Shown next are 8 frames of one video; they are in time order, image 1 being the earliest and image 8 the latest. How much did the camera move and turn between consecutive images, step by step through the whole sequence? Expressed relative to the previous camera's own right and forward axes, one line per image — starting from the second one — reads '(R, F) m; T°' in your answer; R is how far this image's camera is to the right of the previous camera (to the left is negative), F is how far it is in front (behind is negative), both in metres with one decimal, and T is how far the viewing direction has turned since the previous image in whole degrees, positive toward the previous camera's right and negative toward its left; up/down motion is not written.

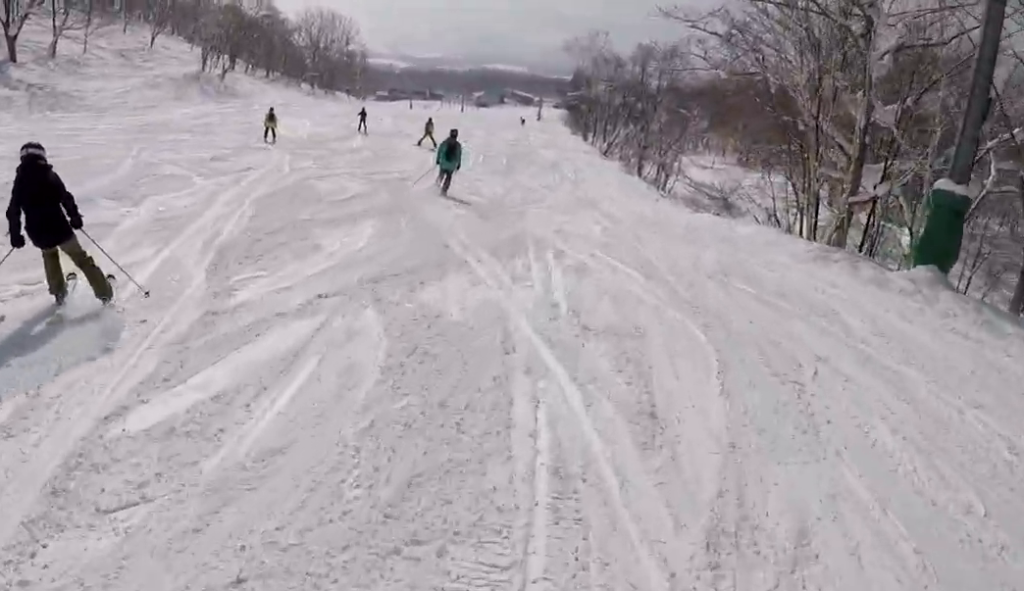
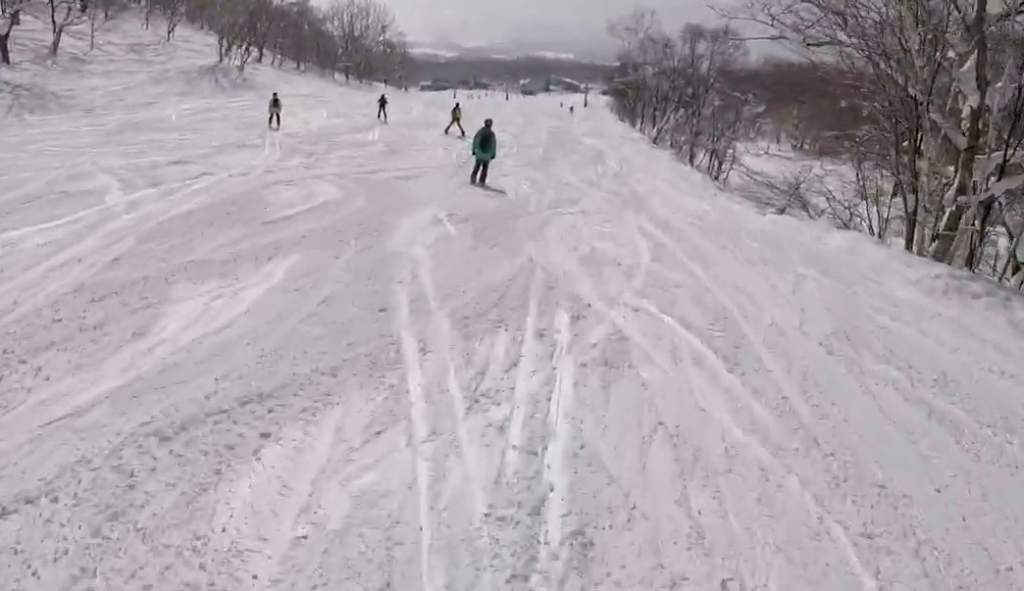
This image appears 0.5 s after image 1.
(-0.2, +4.2) m; -2°
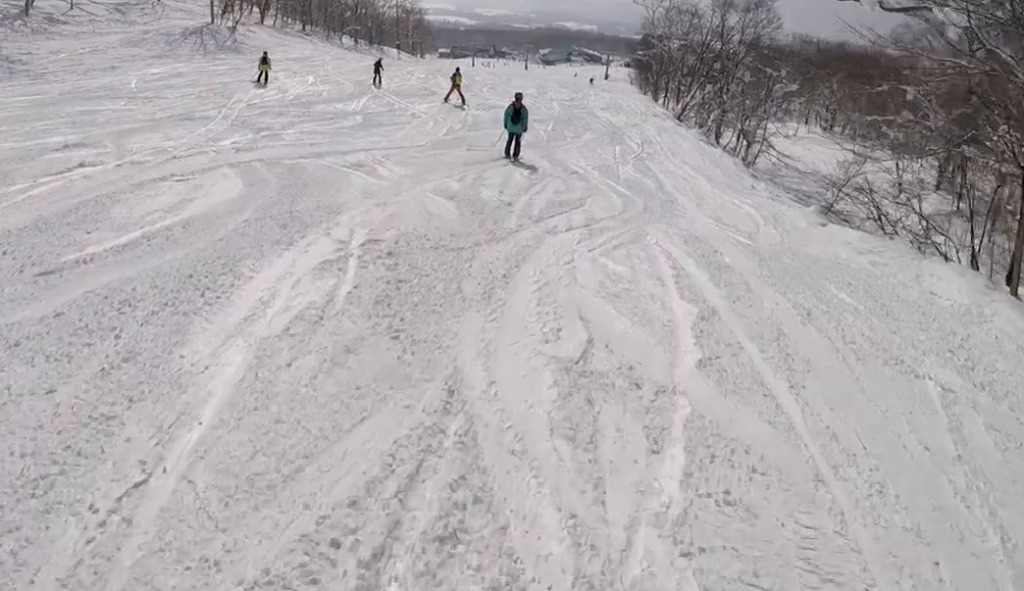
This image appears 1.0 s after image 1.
(-0.3, +4.4) m; -3°
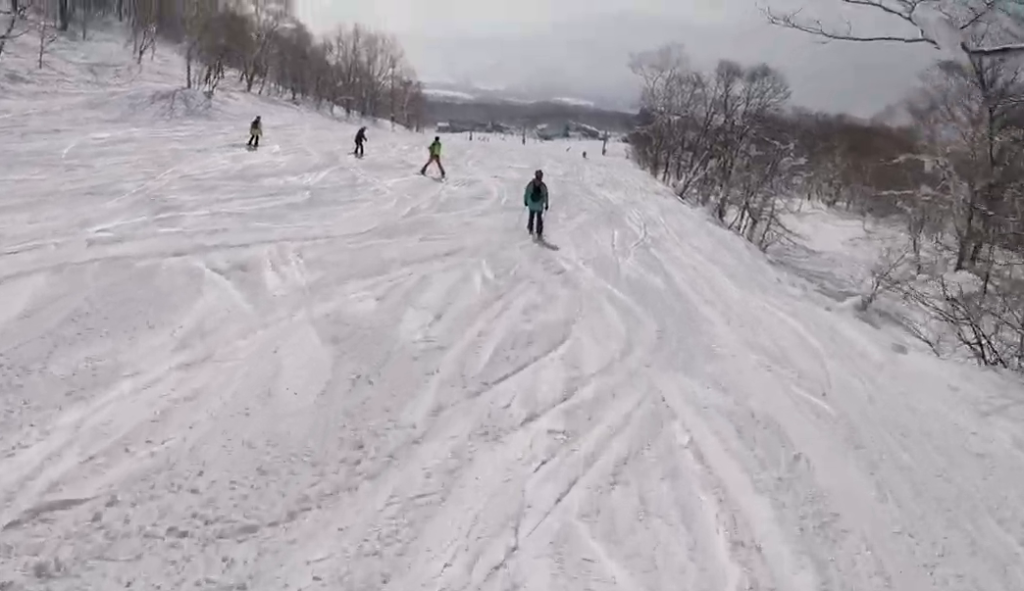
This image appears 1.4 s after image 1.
(-0.1, +4.5) m; -1°
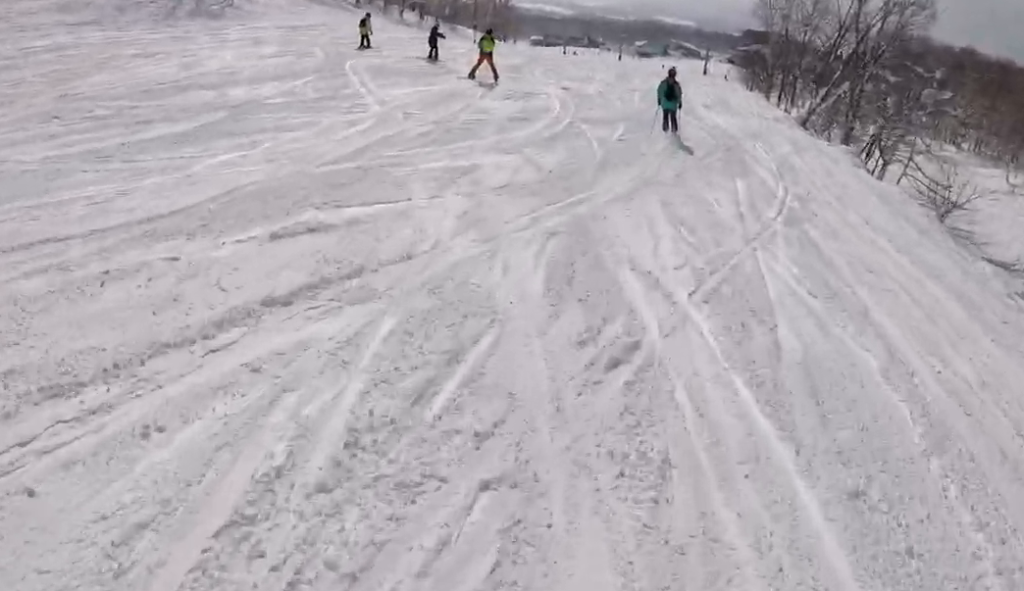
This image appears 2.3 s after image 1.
(0.0, +8.4) m; 0°
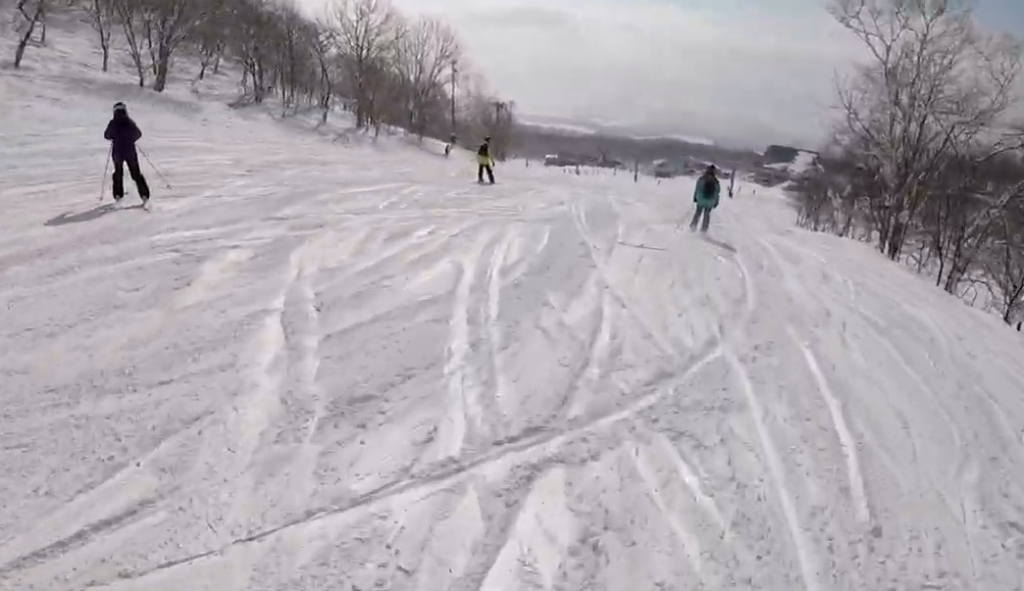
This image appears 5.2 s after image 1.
(0.0, +28.0) m; 0°
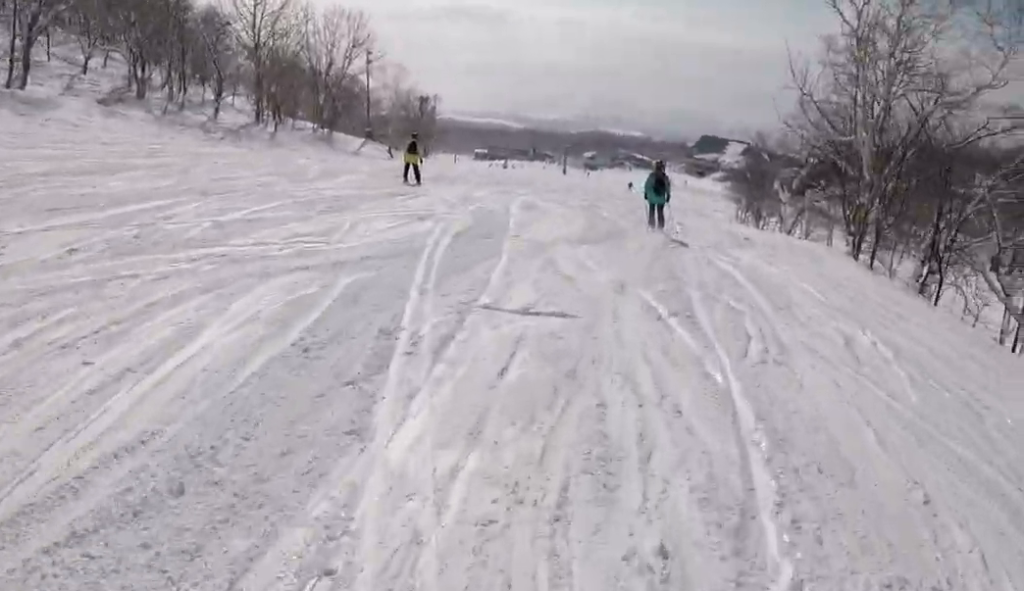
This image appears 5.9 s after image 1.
(0.0, +6.2) m; 0°
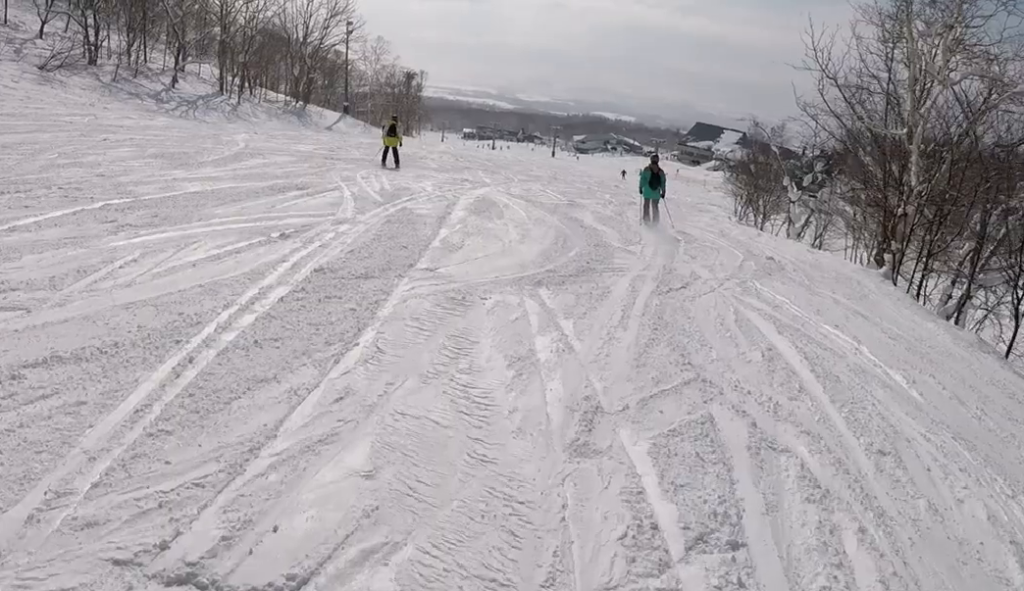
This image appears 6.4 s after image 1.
(0.0, +4.8) m; 0°
